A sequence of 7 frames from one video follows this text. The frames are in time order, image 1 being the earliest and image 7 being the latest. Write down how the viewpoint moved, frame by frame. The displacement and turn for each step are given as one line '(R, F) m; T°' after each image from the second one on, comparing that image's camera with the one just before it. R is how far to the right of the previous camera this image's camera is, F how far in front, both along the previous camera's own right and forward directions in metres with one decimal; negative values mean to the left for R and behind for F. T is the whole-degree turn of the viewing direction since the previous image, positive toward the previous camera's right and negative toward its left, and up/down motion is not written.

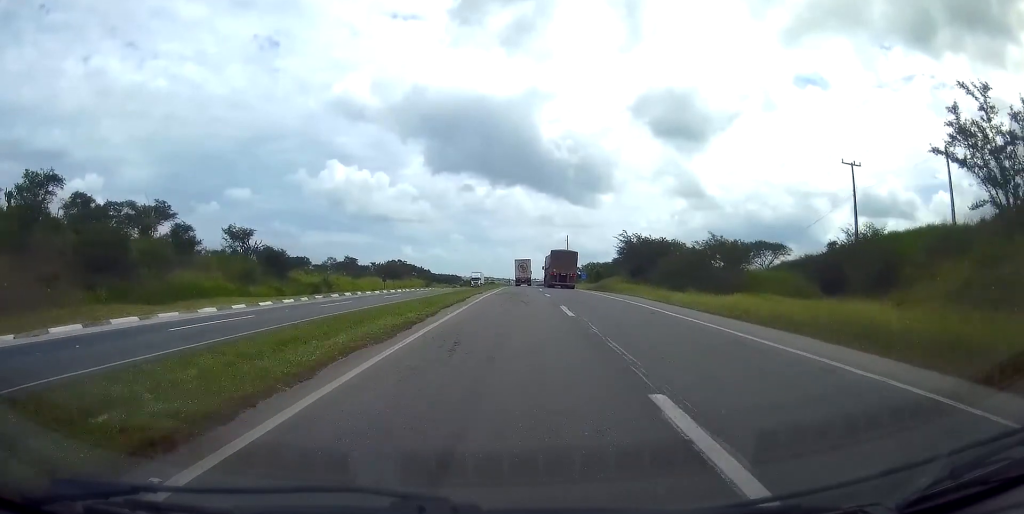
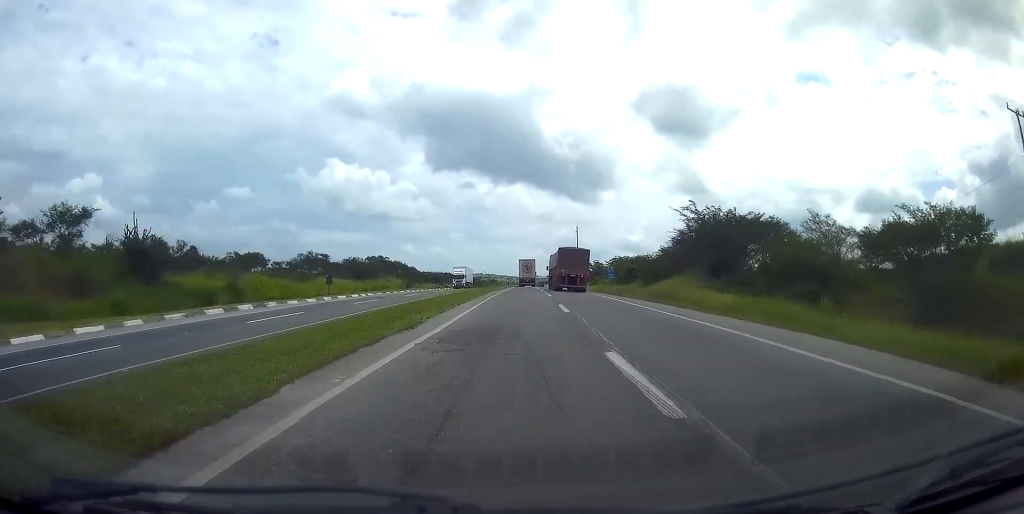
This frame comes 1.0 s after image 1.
(+0.2, +27.6) m; +1°
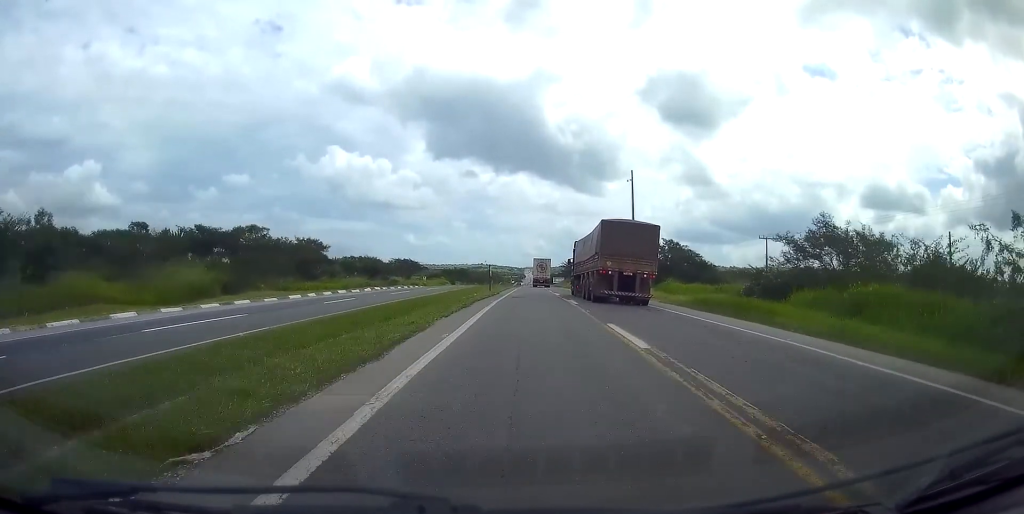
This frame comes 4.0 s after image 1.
(-0.1, +78.1) m; -1°
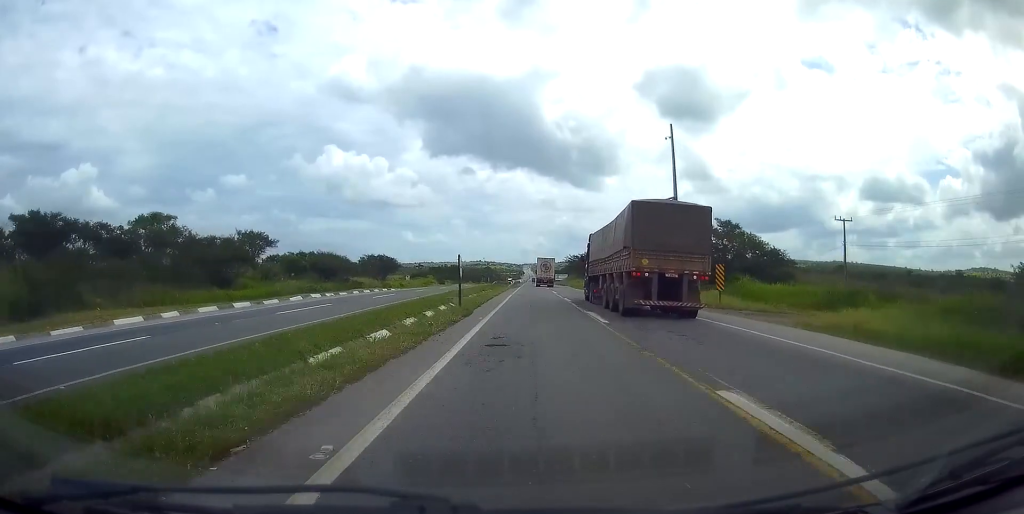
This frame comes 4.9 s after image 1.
(-0.1, +24.0) m; 0°
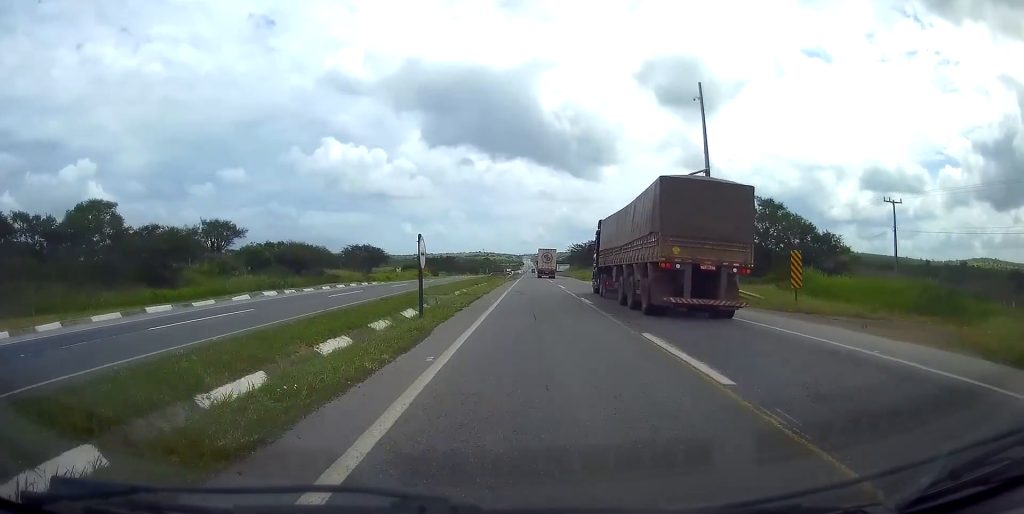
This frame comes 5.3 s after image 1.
(+0.1, +10.7) m; 0°
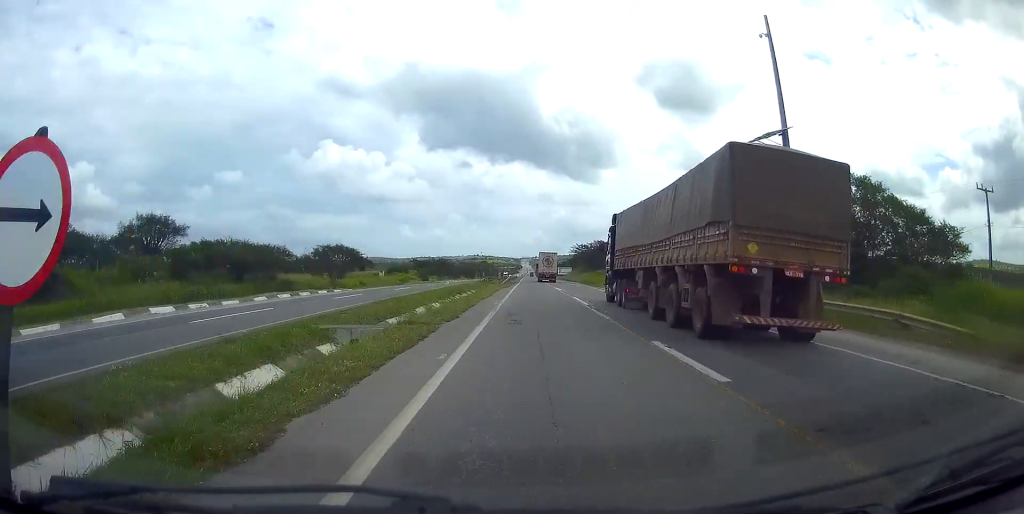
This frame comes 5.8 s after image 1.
(0.0, +15.2) m; 0°
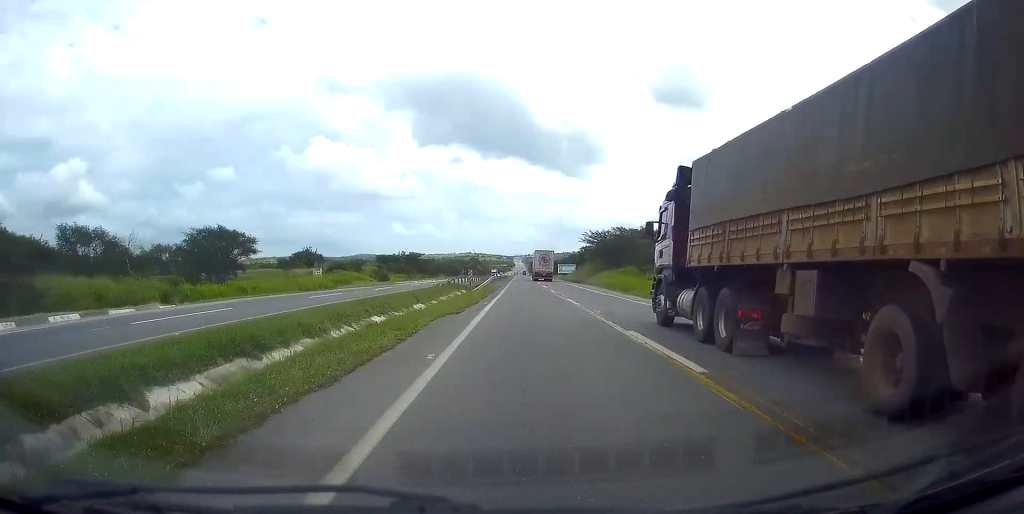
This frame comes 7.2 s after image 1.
(+0.3, +36.0) m; +1°
